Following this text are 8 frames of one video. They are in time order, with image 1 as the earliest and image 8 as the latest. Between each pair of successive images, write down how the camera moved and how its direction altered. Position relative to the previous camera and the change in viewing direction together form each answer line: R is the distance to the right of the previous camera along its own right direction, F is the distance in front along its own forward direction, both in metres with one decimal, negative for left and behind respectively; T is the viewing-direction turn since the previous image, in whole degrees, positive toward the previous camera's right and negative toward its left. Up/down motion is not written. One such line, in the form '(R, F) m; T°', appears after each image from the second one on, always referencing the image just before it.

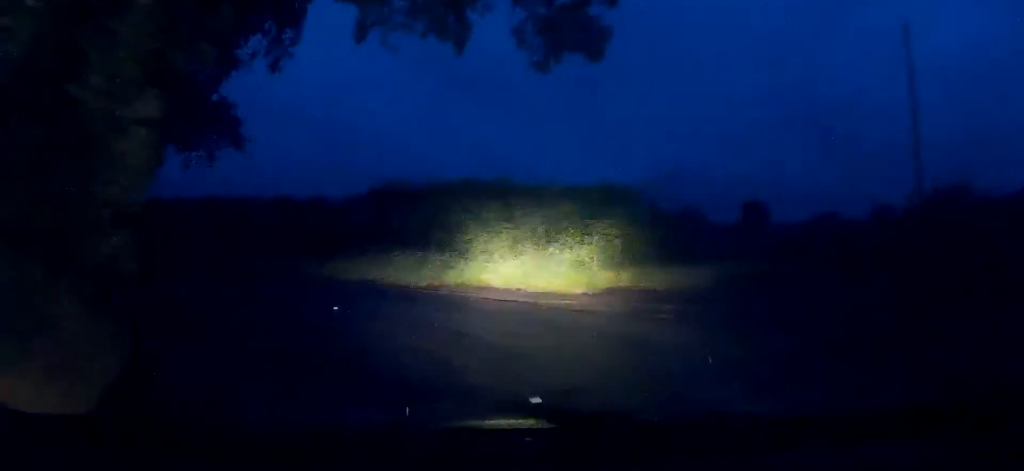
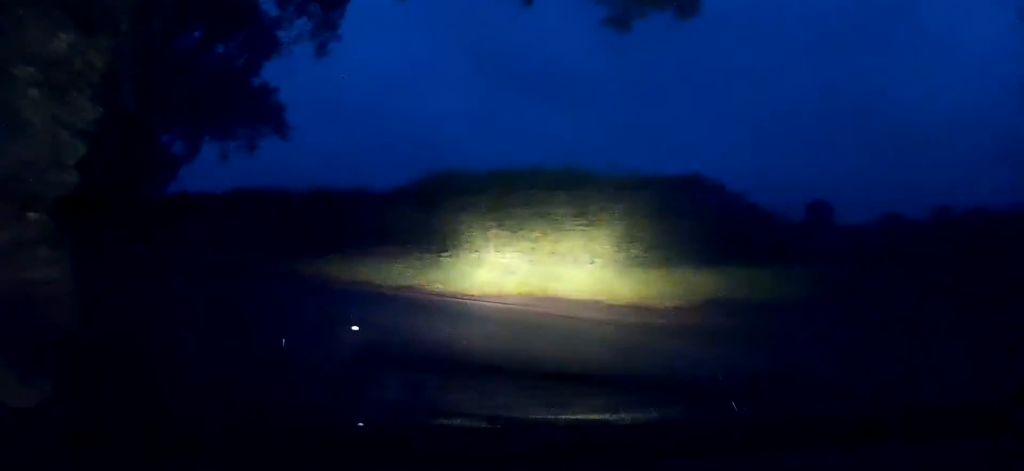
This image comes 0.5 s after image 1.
(-0.2, +1.8) m; -5°
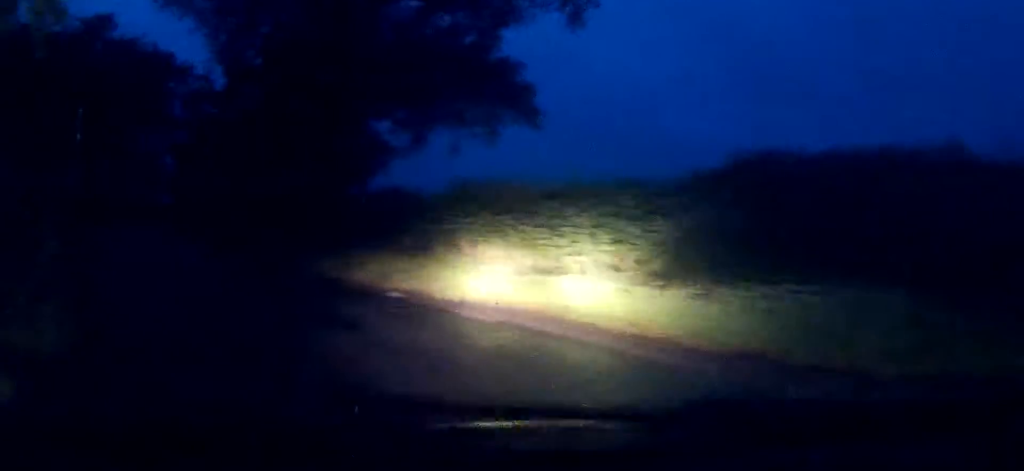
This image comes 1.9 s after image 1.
(-0.4, +3.4) m; -6°
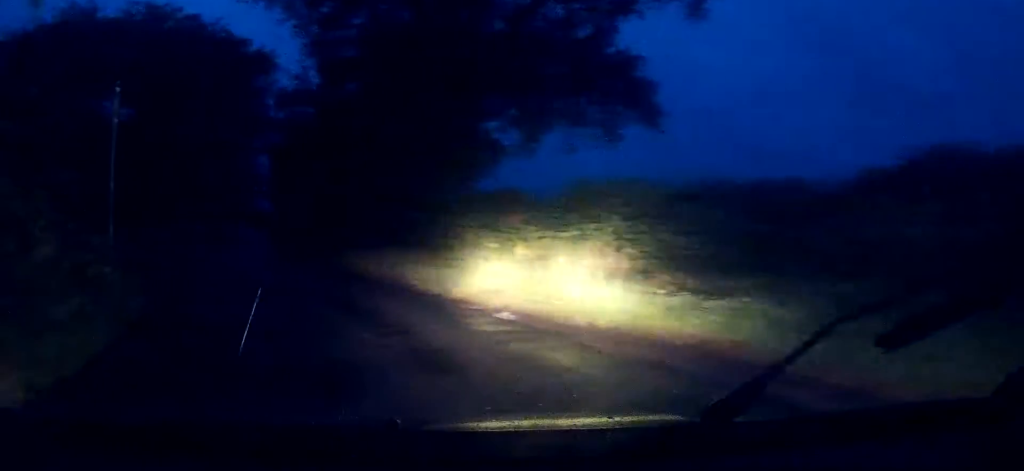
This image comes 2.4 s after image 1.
(0.0, +1.1) m; -6°
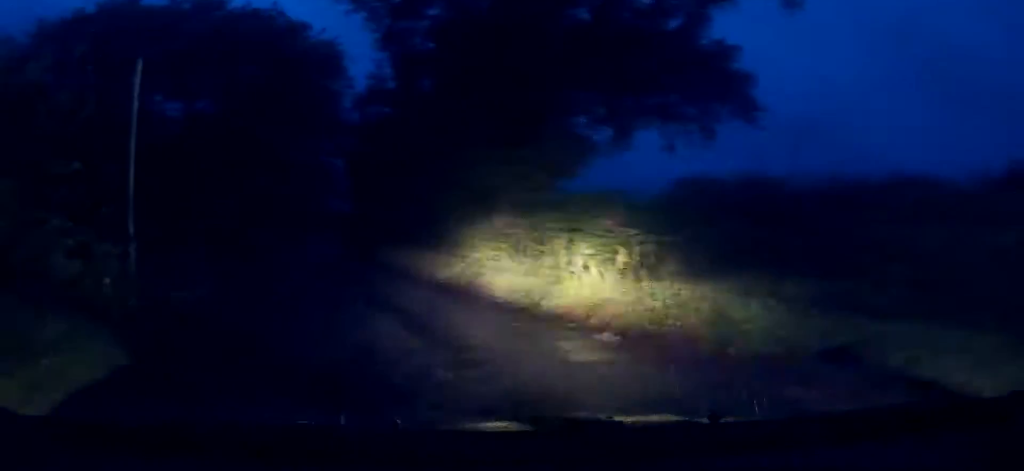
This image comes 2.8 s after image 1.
(0.0, +1.0) m; -11°
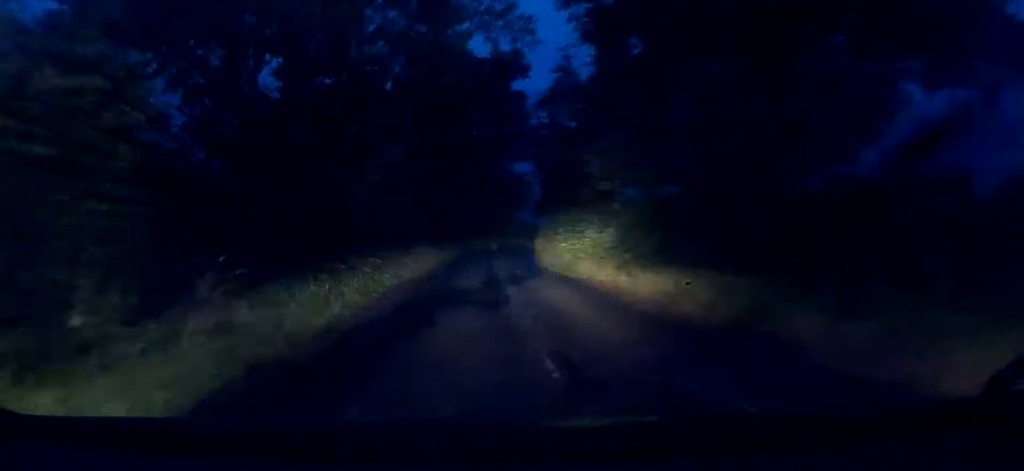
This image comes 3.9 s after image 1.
(-1.1, +3.7) m; -25°
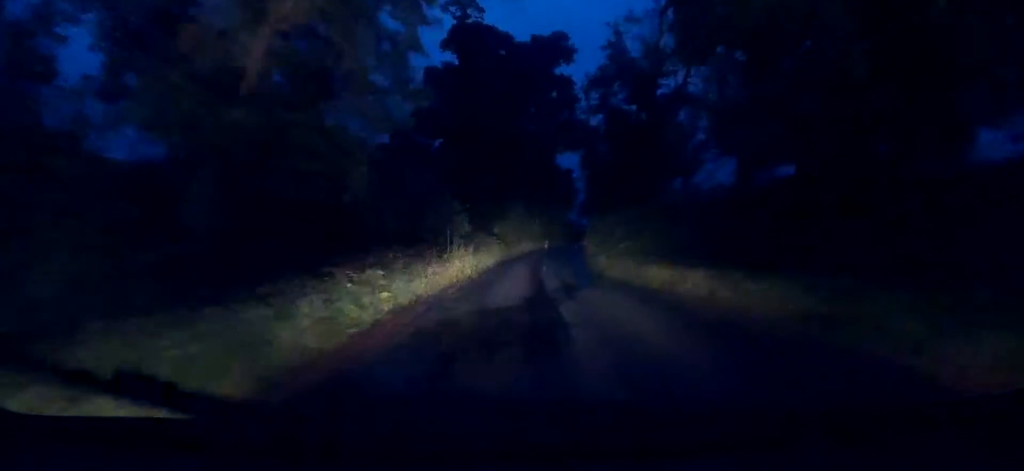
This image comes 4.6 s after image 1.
(-0.4, +3.7) m; -10°
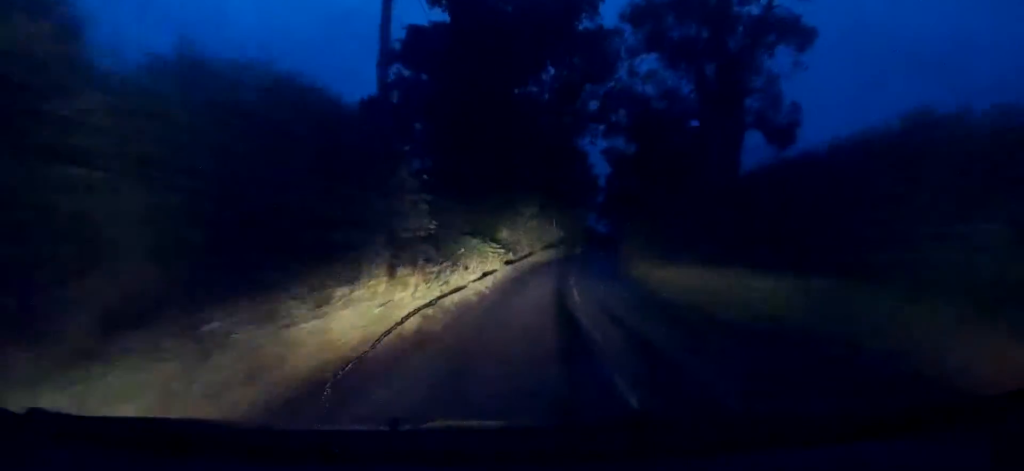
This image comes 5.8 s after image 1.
(-1.3, +9.1) m; -10°
